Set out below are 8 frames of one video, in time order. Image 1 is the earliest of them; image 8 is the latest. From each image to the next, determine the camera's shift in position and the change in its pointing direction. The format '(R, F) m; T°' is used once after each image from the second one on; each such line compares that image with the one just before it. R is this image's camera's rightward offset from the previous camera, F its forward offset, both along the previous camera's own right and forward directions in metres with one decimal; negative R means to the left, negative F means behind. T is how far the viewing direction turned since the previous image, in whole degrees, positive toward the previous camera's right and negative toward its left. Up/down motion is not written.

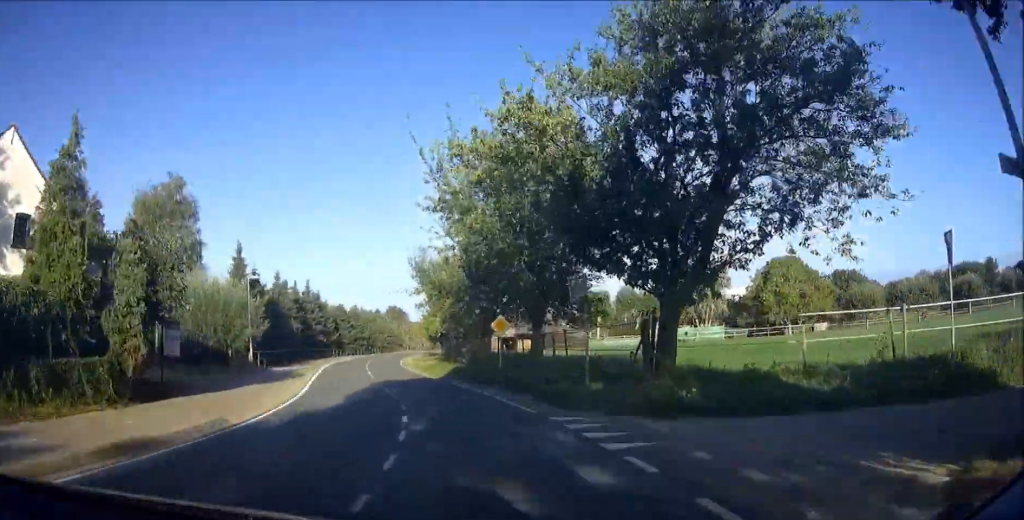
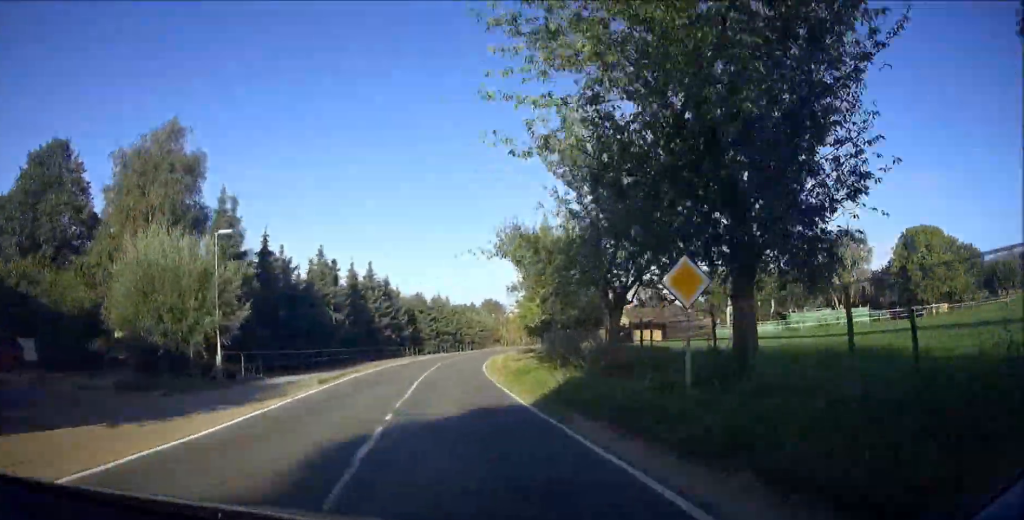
(-2.2, +14.2) m; -4°
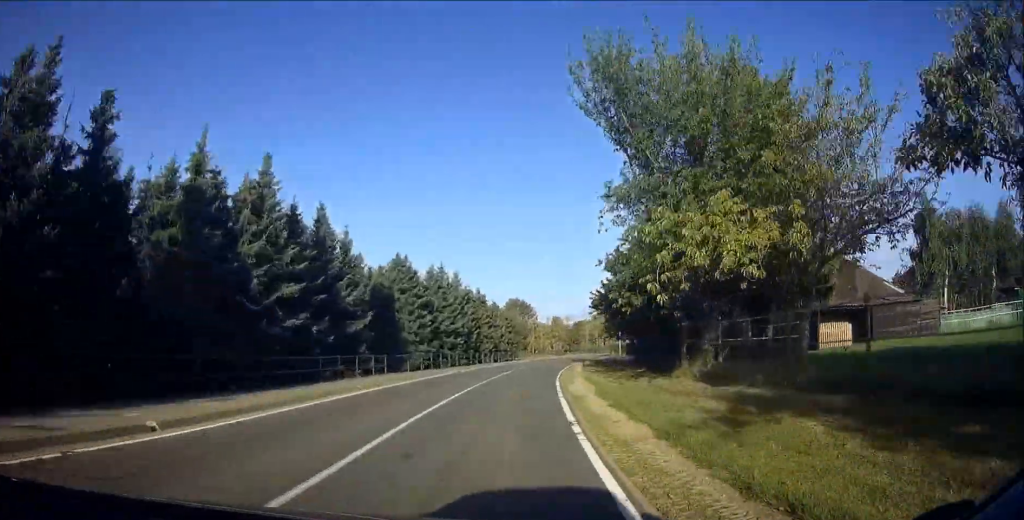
(-1.4, +31.6) m; +1°
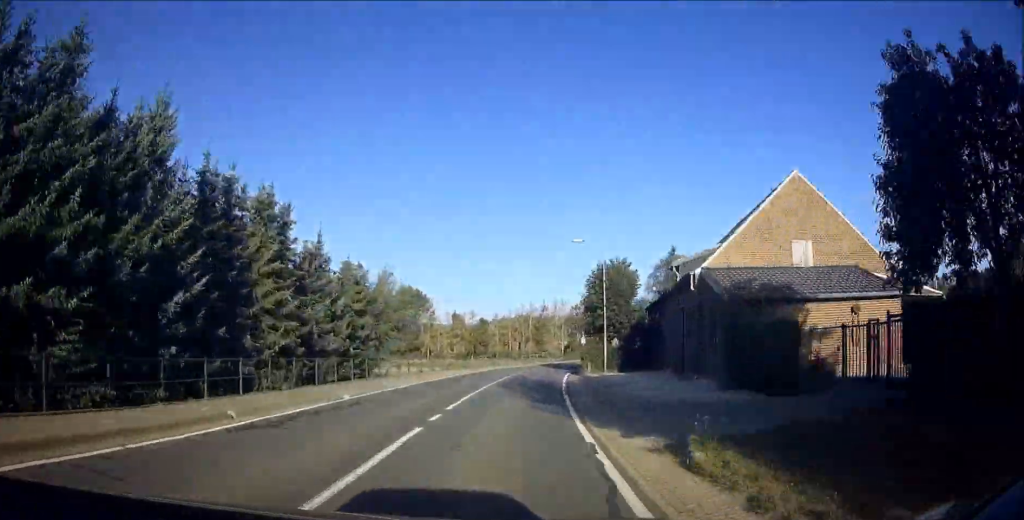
(+2.1, +36.2) m; +8°
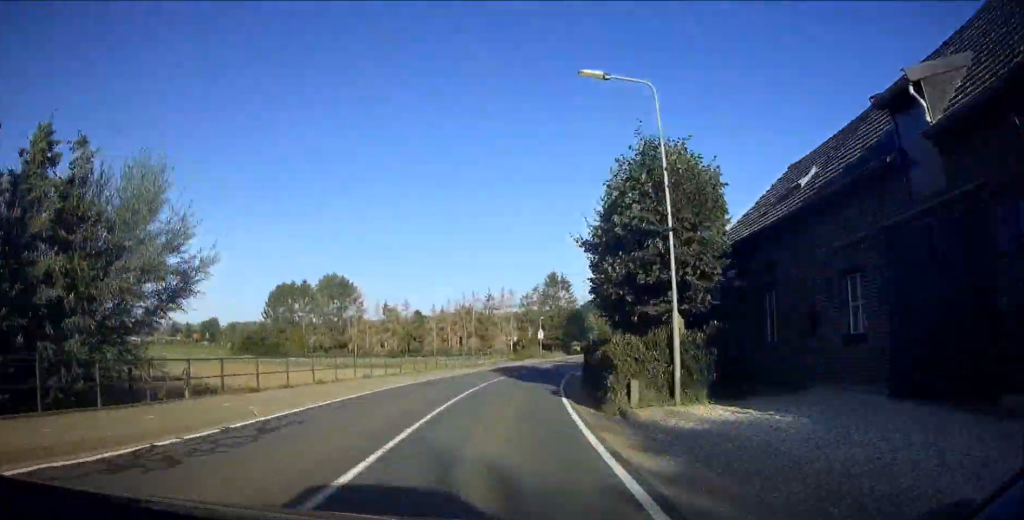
(+0.4, +19.0) m; +5°
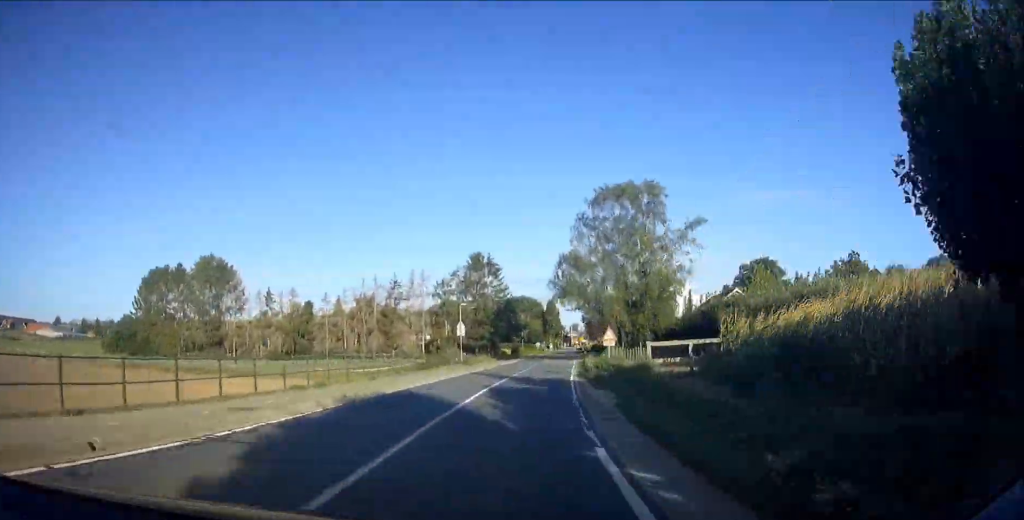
(+1.7, +23.9) m; +5°
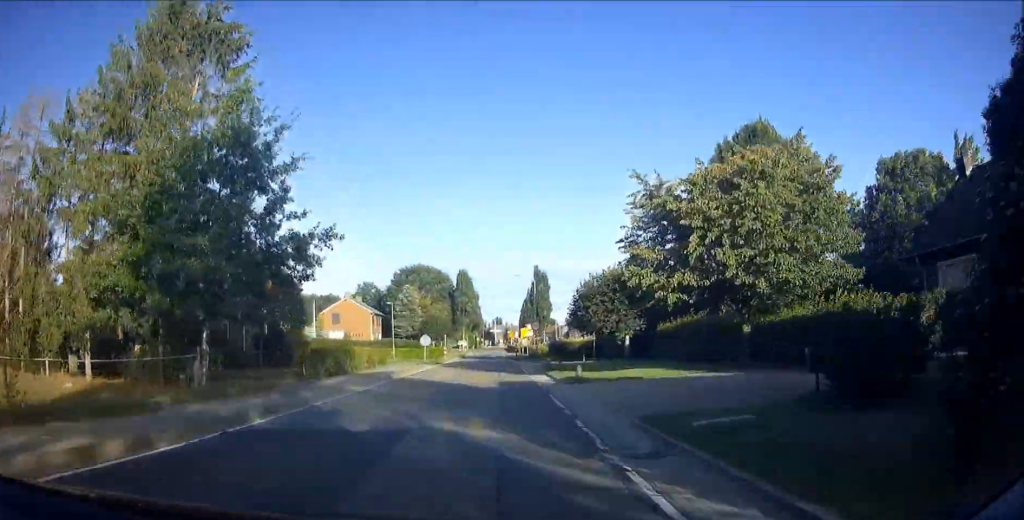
(+3.6, +59.4) m; +4°
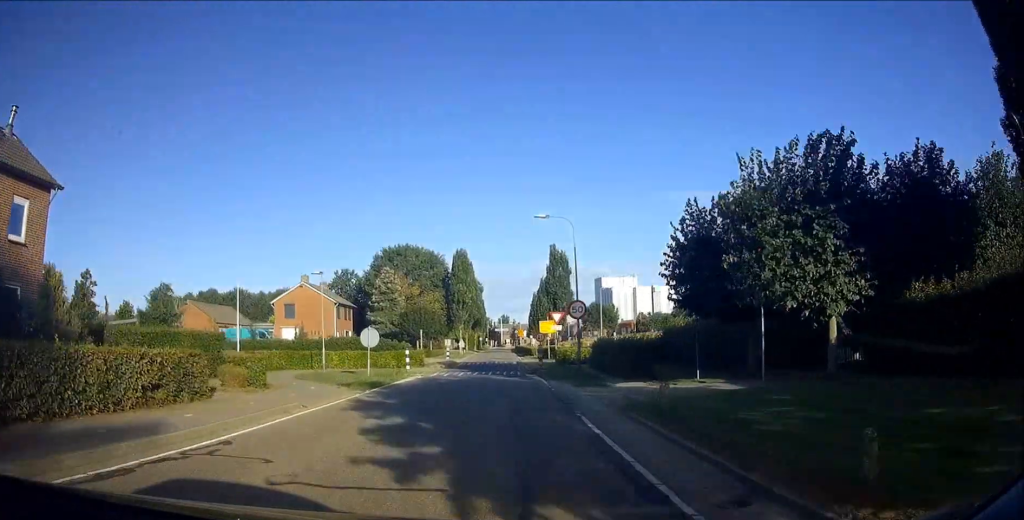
(0.0, +22.3) m; 0°
